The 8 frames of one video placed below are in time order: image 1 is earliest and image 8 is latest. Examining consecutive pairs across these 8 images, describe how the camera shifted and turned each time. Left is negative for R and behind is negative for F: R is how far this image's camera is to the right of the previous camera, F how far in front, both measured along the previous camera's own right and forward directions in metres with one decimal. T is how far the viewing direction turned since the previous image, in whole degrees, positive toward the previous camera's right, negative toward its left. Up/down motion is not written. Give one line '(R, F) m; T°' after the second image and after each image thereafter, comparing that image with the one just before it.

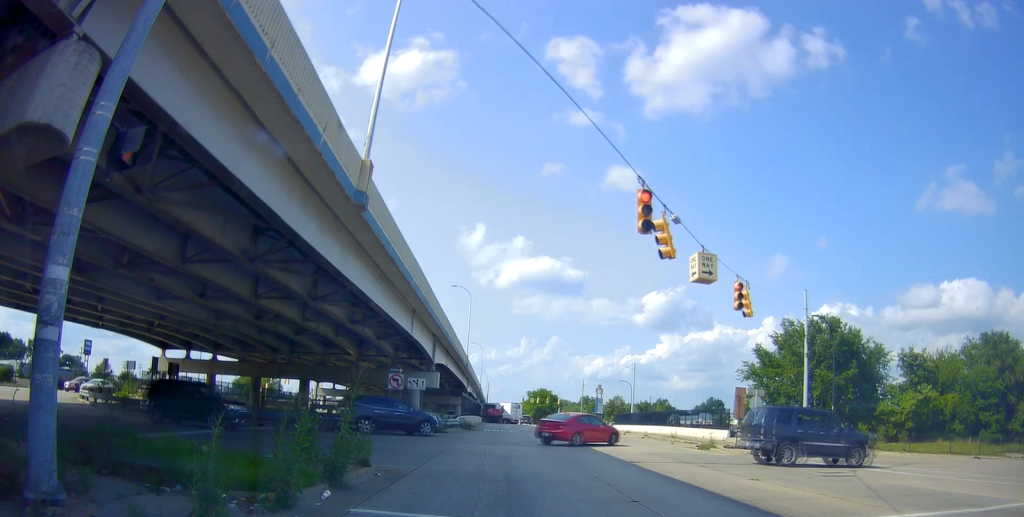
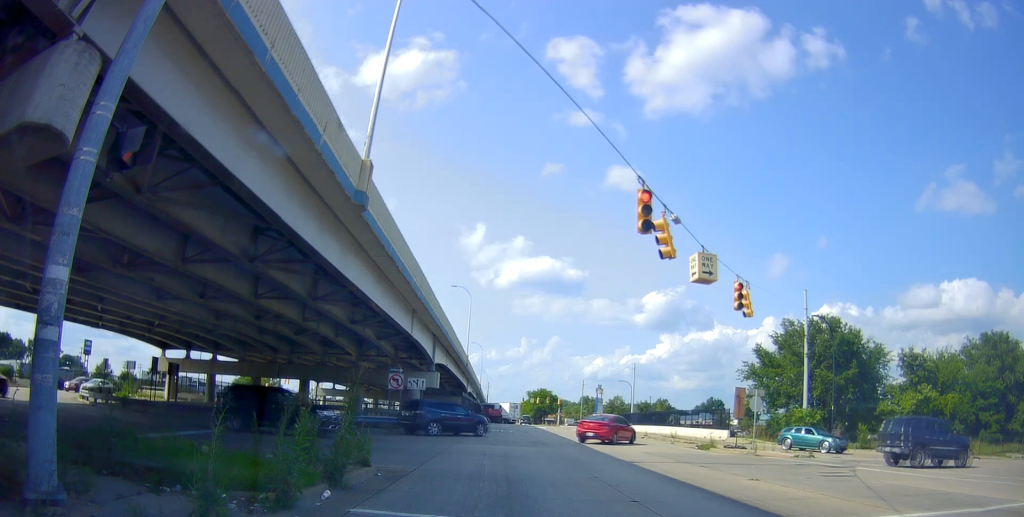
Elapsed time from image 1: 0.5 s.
(0.0, 0.0) m; 0°
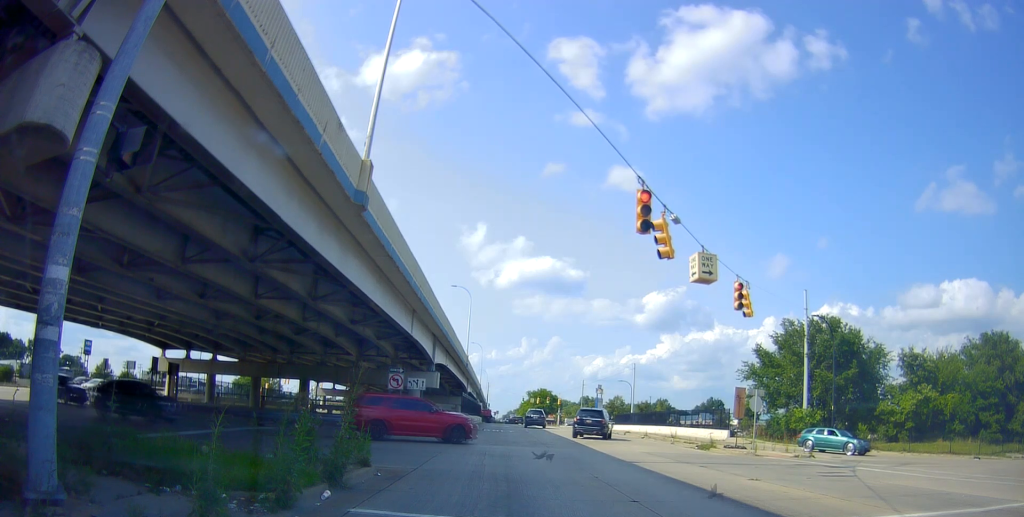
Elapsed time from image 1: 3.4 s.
(0.0, 0.0) m; 0°
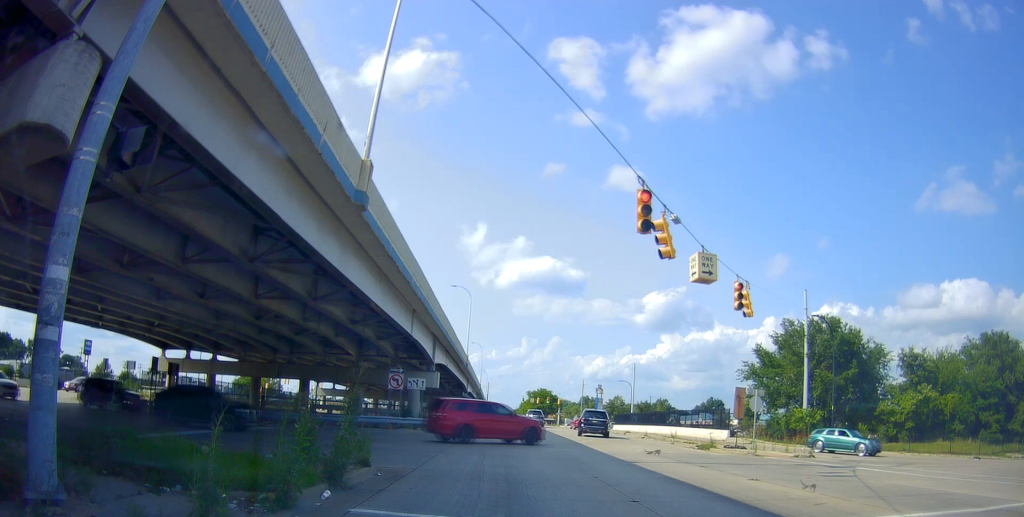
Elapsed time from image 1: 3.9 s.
(0.0, 0.0) m; 0°
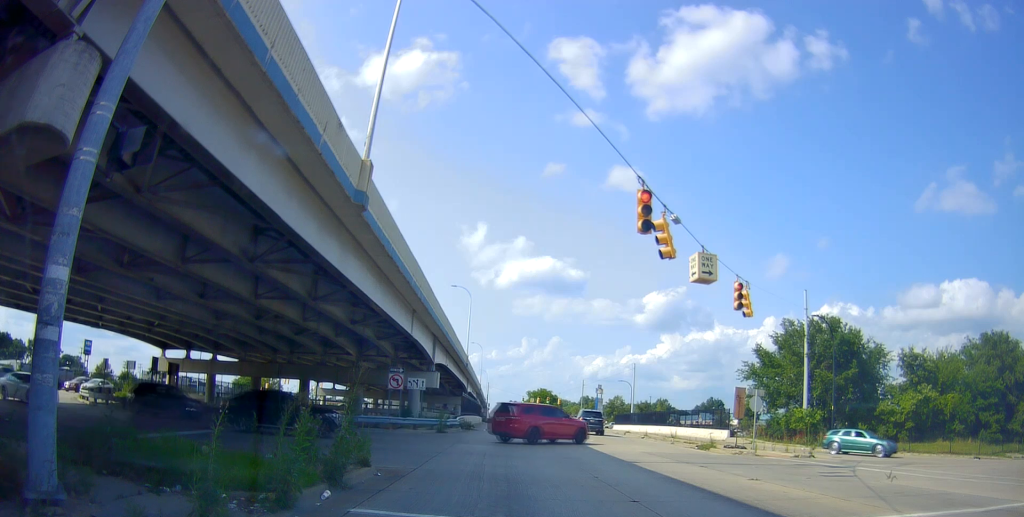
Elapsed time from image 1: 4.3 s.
(0.0, 0.0) m; 0°
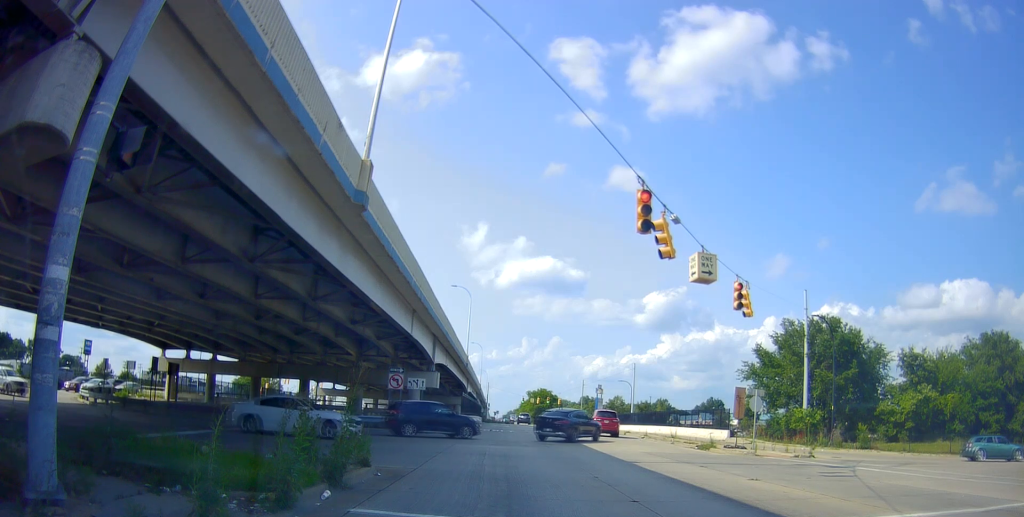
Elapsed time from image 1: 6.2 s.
(0.0, 0.0) m; 0°
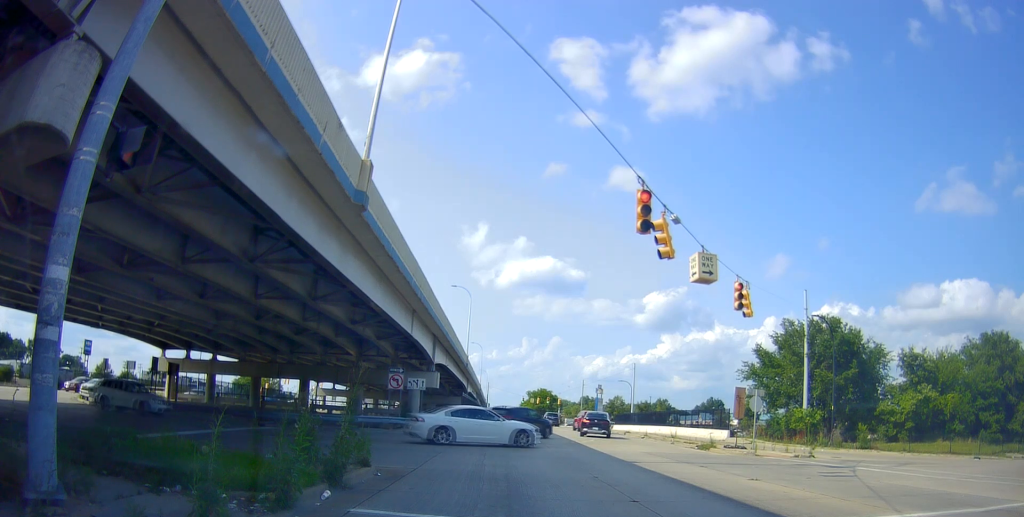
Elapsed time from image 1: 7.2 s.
(0.0, 0.0) m; 0°
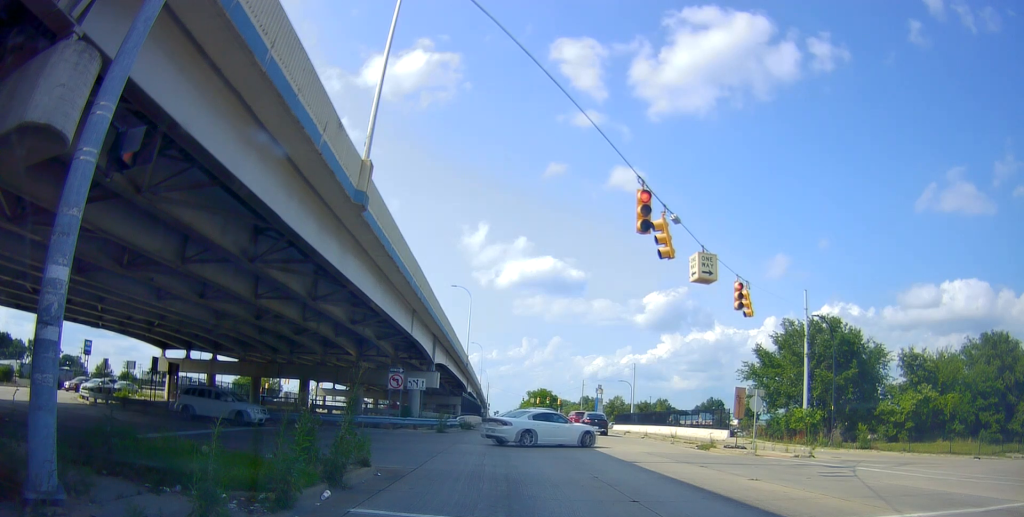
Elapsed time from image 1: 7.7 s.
(0.0, 0.0) m; 0°
